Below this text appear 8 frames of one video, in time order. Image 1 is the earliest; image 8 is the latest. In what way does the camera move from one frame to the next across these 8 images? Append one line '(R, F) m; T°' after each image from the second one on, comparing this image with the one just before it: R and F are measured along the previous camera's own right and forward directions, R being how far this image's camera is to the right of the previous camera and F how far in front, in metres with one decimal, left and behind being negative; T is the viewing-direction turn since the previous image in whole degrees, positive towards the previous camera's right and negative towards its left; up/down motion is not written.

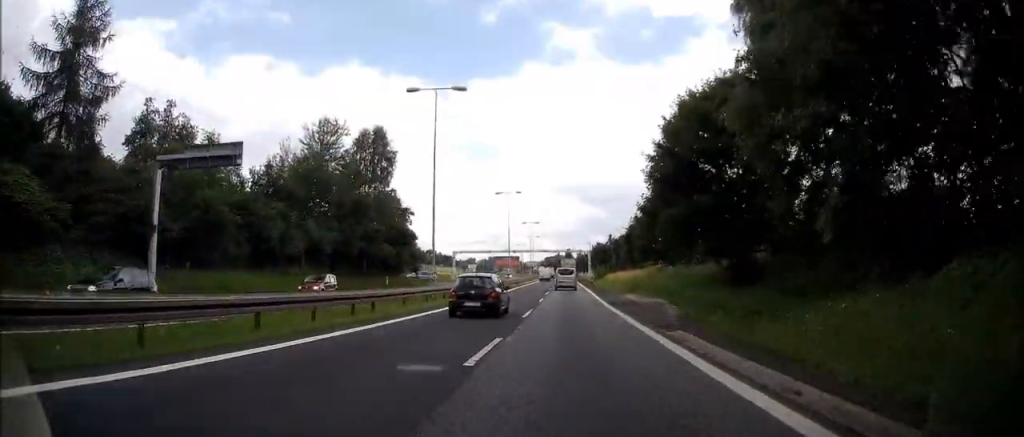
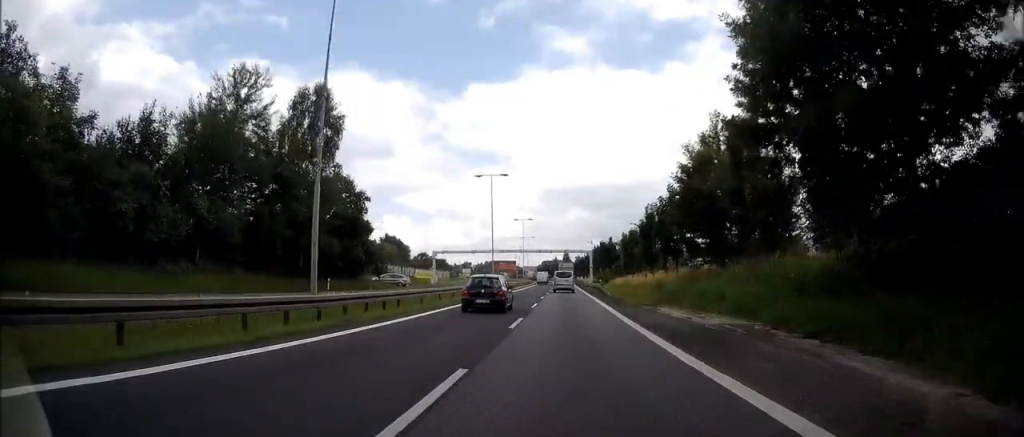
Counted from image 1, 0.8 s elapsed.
(-0.2, +16.4) m; -1°
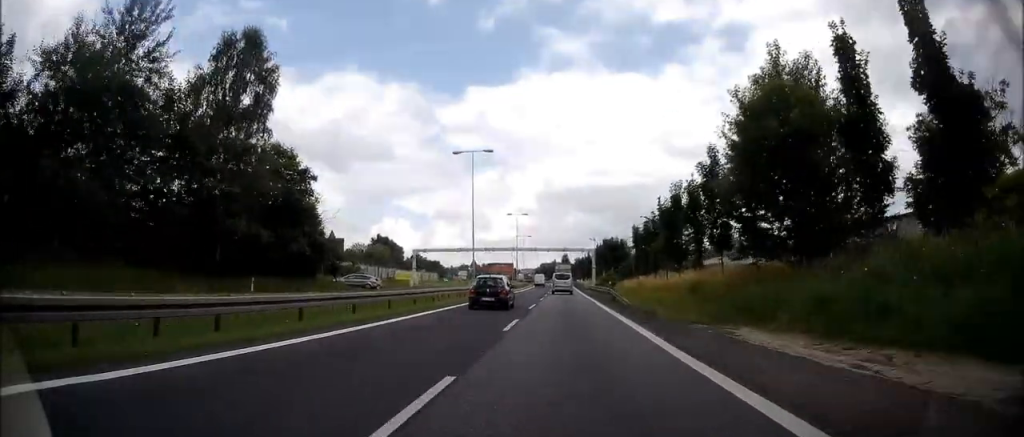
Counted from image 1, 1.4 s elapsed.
(0.0, +13.0) m; 0°
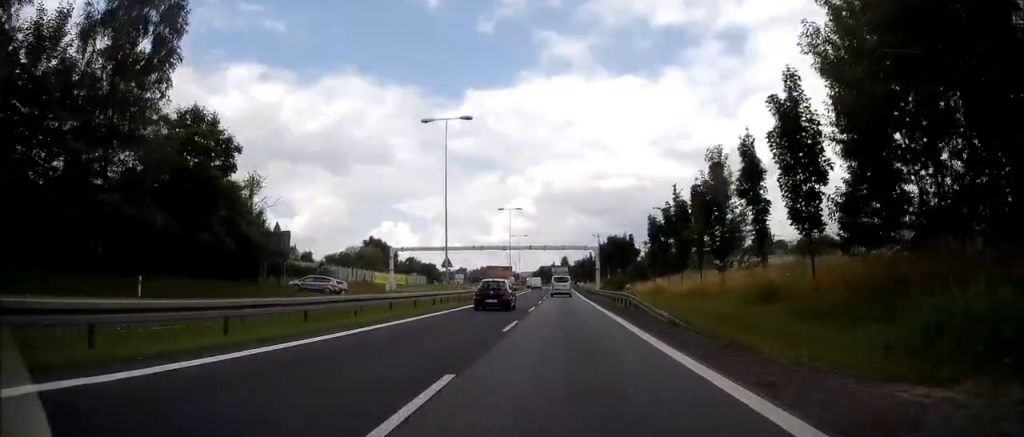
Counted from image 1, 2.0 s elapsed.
(0.0, +11.6) m; 0°
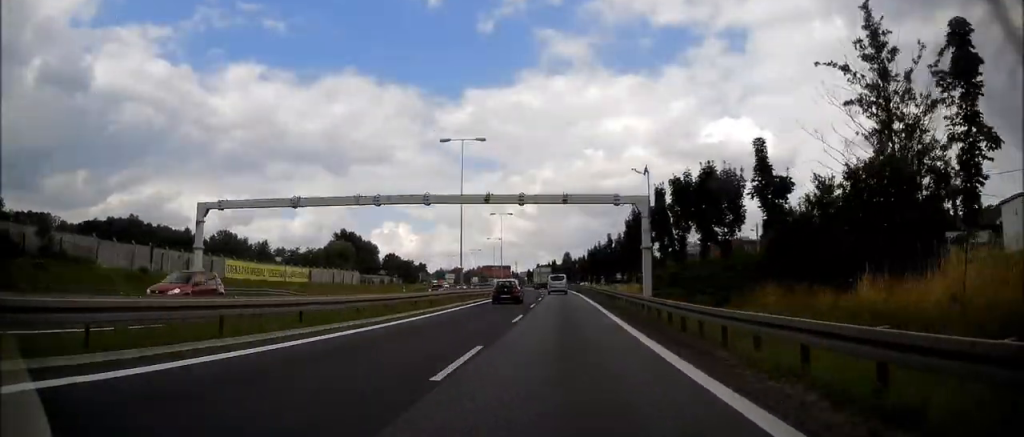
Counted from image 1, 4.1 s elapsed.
(+0.5, +43.4) m; +1°
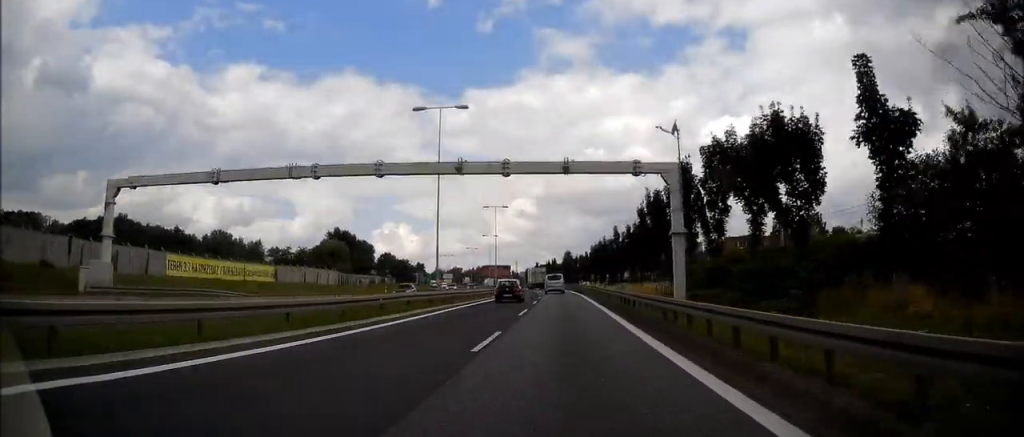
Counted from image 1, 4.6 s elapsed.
(+0.2, +8.8) m; 0°
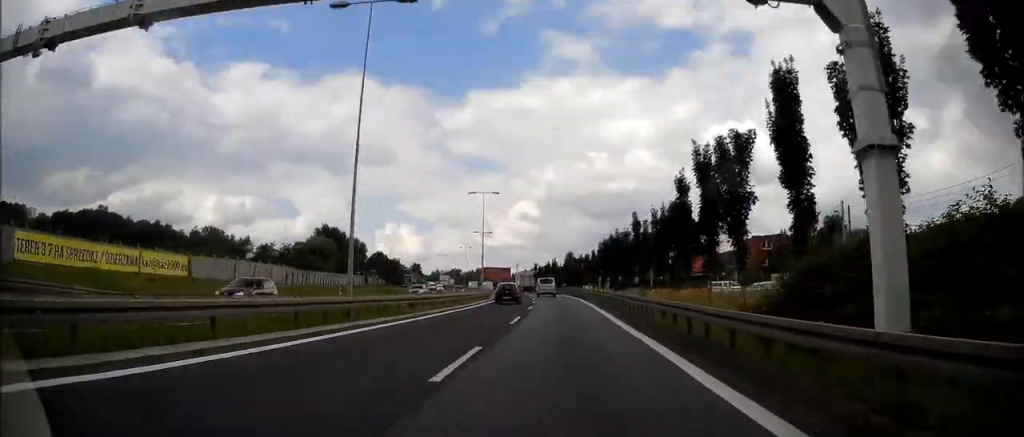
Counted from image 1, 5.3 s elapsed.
(-0.4, +15.5) m; -1°
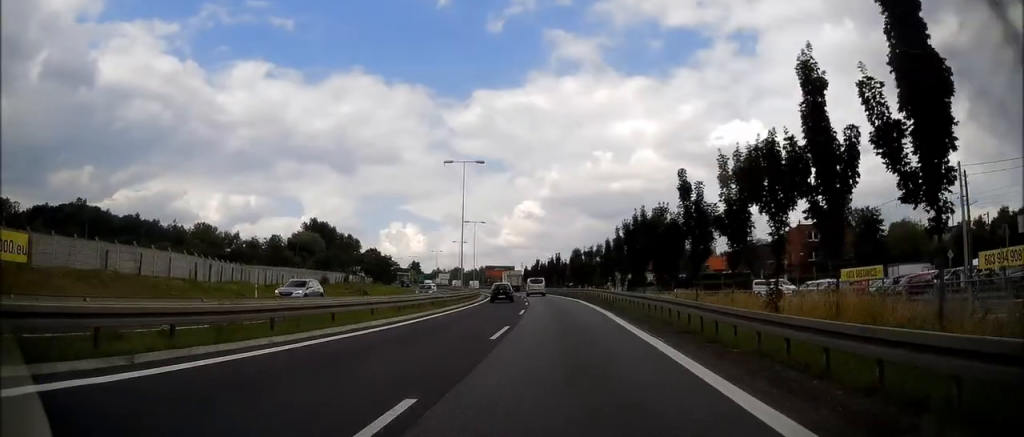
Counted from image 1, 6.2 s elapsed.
(-0.1, +17.6) m; -1°
